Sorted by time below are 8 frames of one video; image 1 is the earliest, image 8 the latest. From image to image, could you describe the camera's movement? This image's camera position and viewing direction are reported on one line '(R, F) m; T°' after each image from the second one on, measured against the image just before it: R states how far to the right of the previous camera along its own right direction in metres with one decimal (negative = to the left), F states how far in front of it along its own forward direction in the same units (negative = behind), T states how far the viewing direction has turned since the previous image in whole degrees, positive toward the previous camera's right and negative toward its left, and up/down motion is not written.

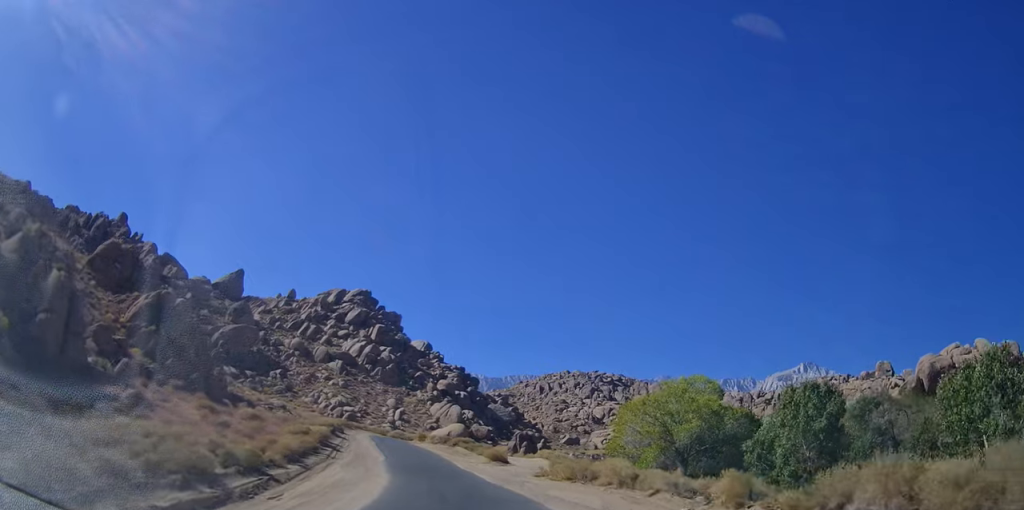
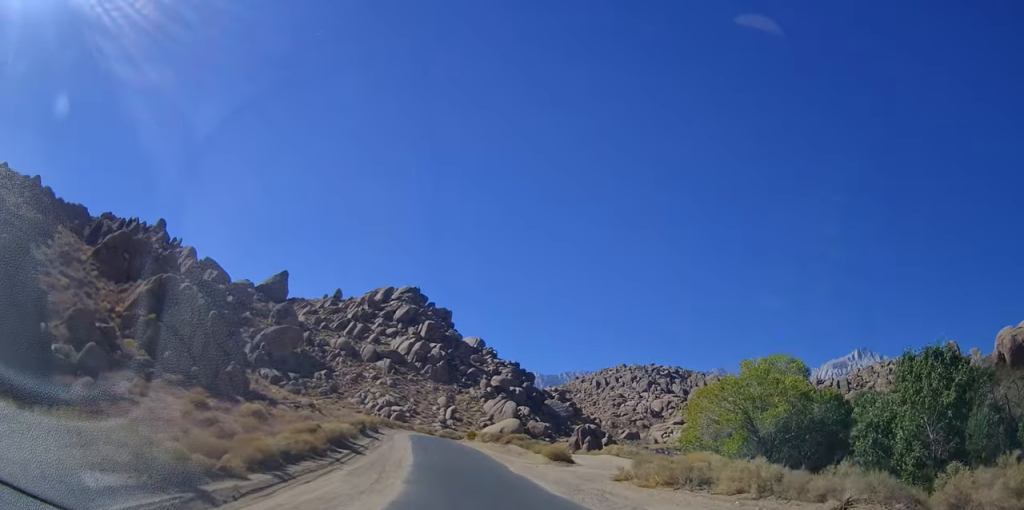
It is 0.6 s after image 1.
(-0.6, +7.6) m; -6°
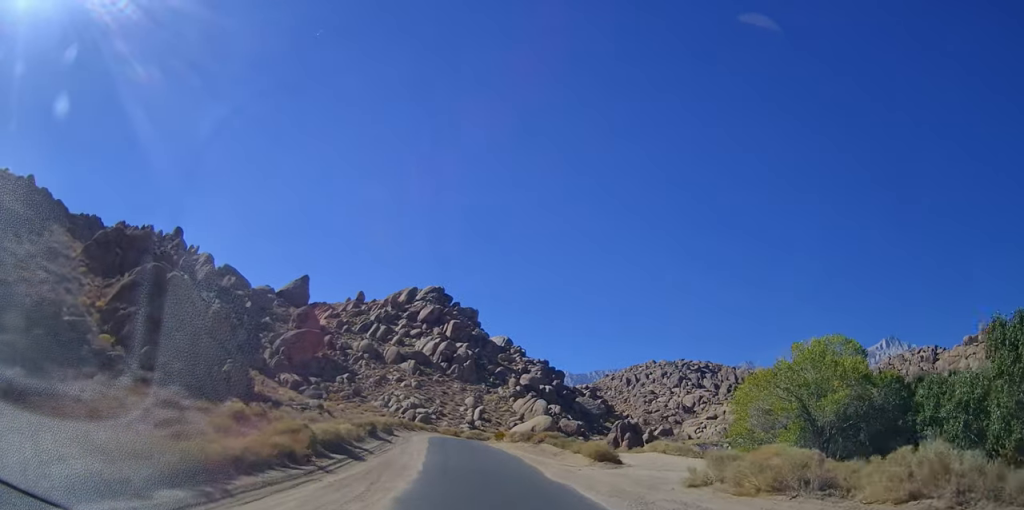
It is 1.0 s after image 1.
(+0.1, +5.4) m; -4°
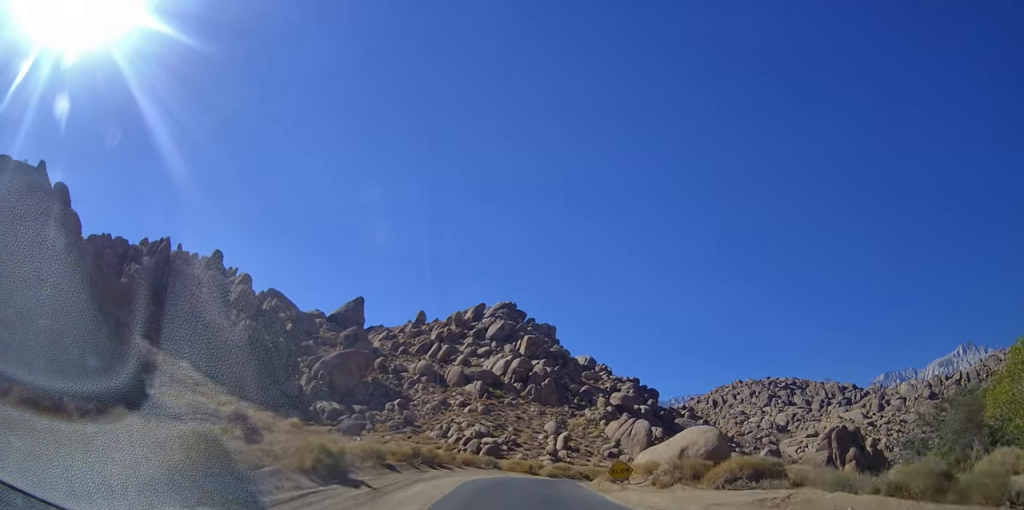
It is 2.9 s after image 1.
(-3.9, +26.4) m; -11°
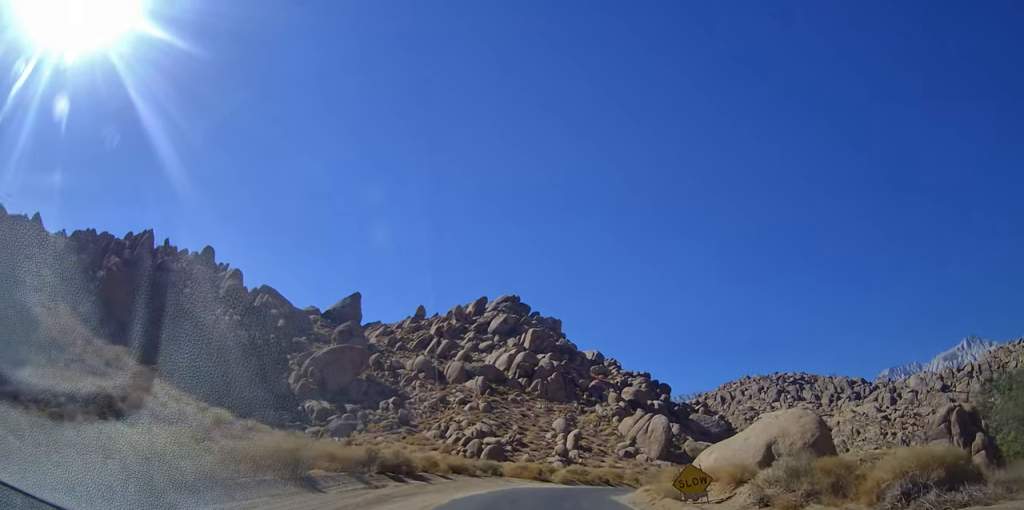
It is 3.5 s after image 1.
(-0.1, +9.3) m; -1°
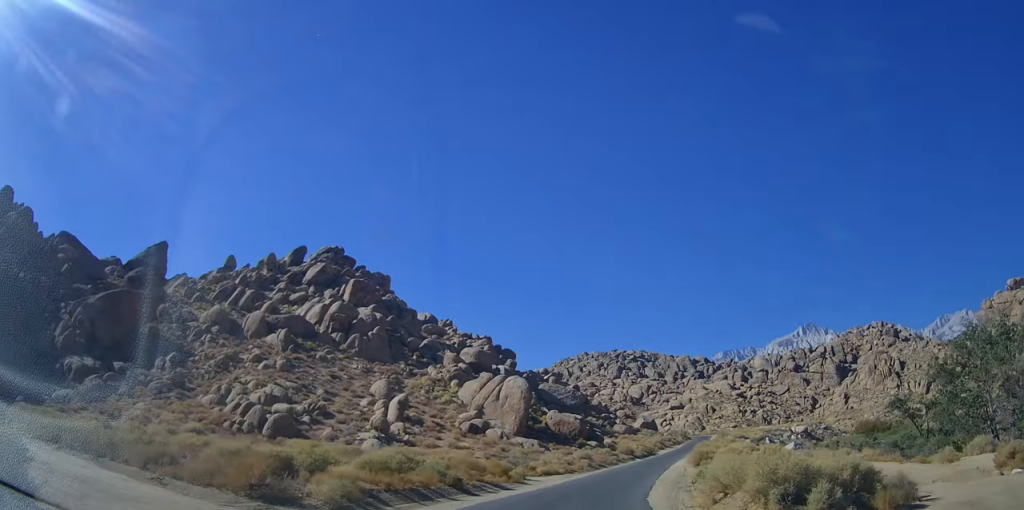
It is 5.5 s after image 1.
(+0.9, +26.6) m; +8°
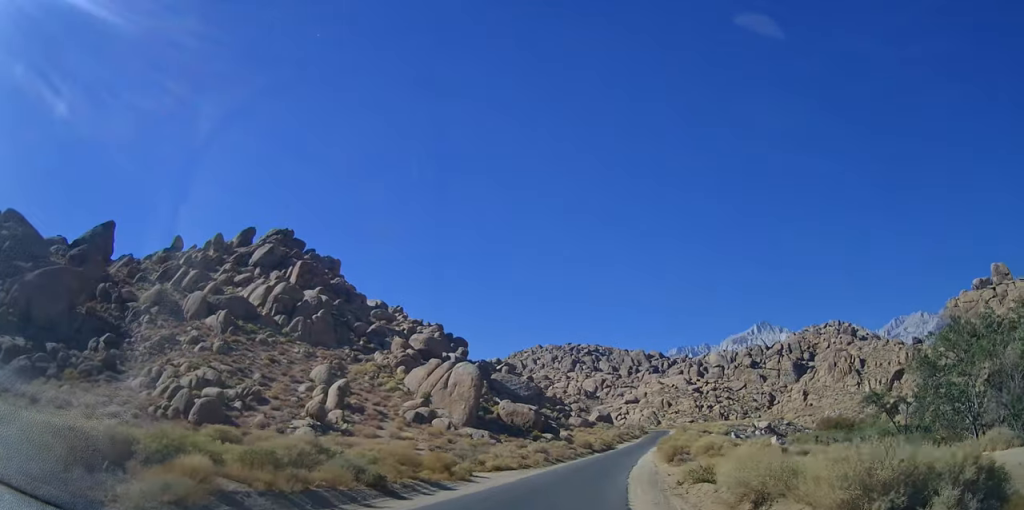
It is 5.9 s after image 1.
(+0.1, +5.2) m; +3°
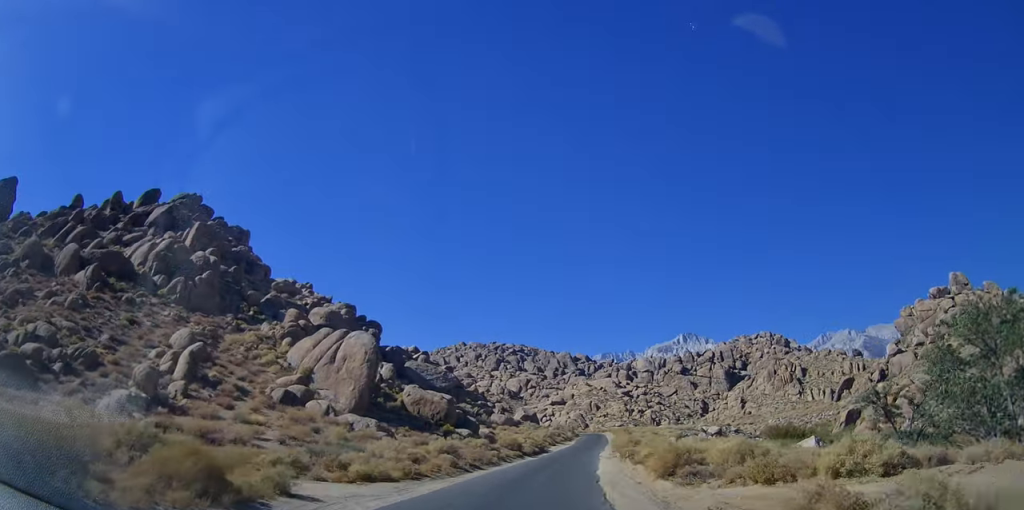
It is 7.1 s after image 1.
(+1.0, +14.7) m; +9°
